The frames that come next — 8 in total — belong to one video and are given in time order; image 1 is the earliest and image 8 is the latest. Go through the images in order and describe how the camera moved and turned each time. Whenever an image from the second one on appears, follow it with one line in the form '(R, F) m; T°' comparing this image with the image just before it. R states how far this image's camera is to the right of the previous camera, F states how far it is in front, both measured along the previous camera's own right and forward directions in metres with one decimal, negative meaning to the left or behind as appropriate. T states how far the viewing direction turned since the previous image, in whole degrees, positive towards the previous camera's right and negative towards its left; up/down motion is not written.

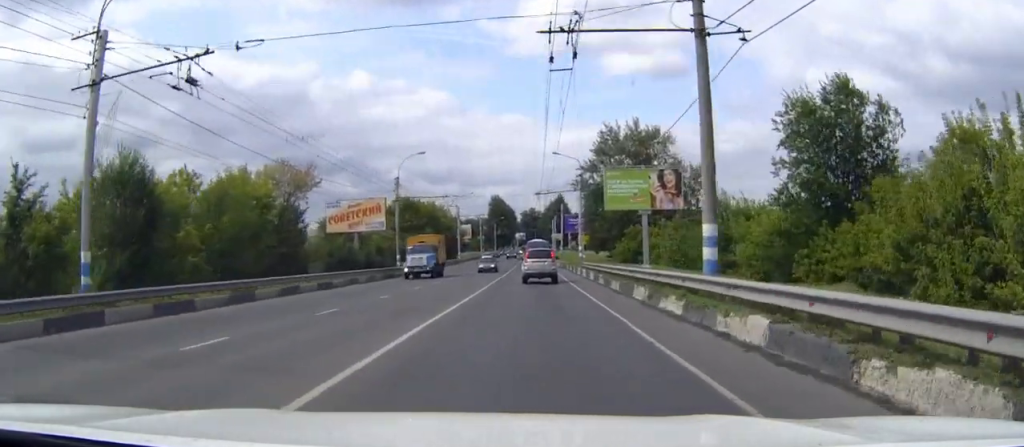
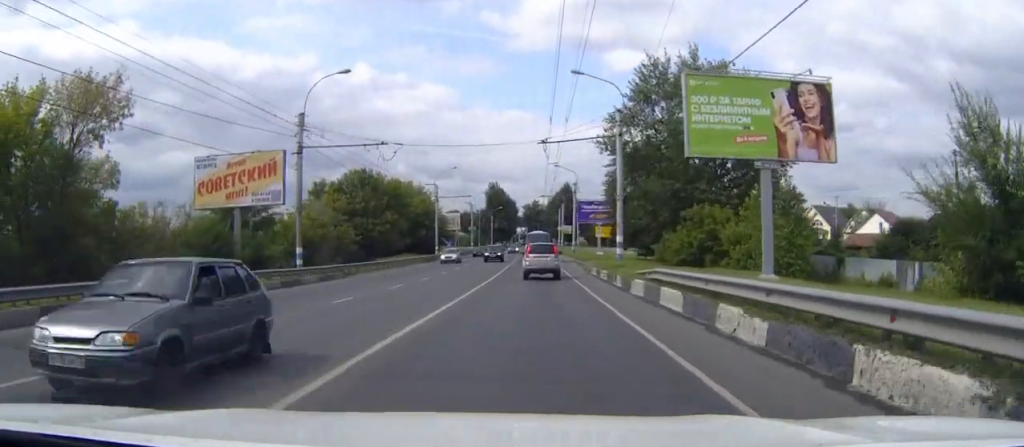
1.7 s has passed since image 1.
(-0.2, +30.1) m; 0°
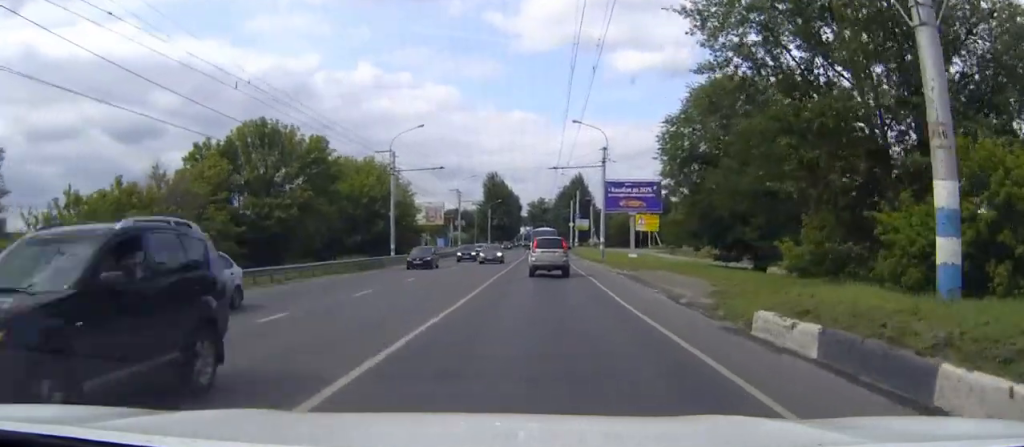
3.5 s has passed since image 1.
(-0.1, +31.0) m; 0°
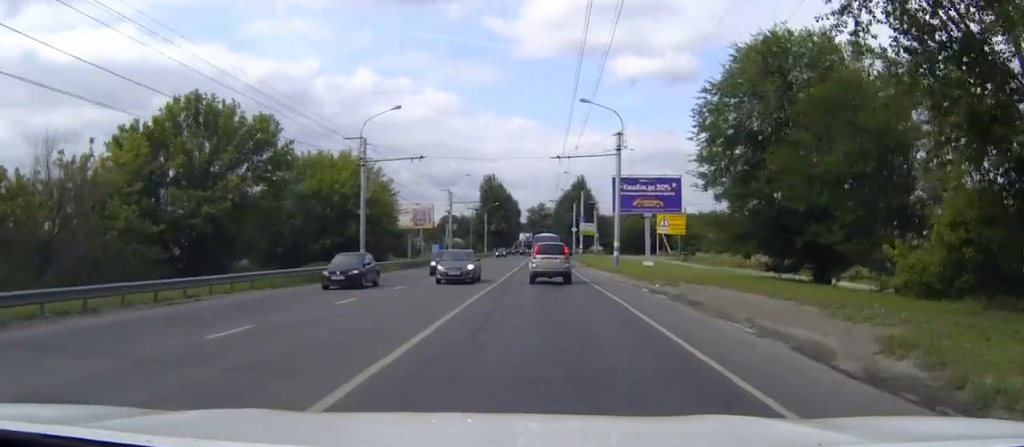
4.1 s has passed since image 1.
(0.0, +10.5) m; 0°
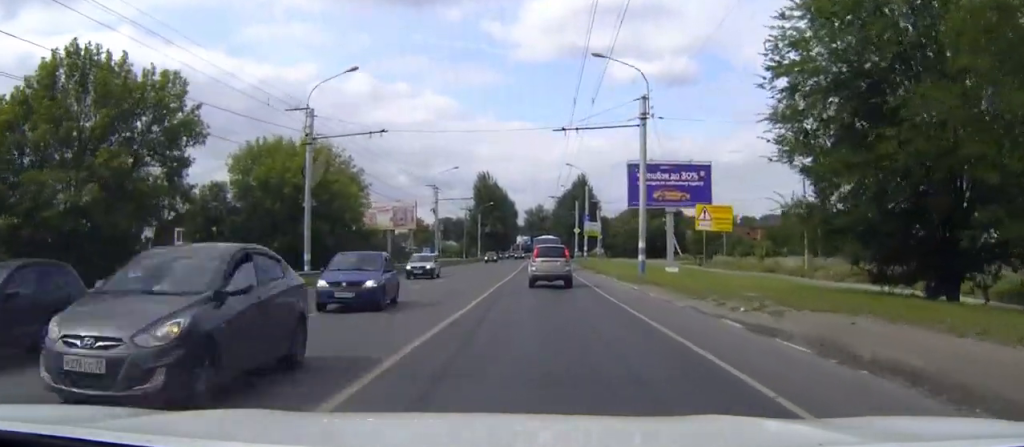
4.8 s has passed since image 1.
(0.0, +12.1) m; 0°
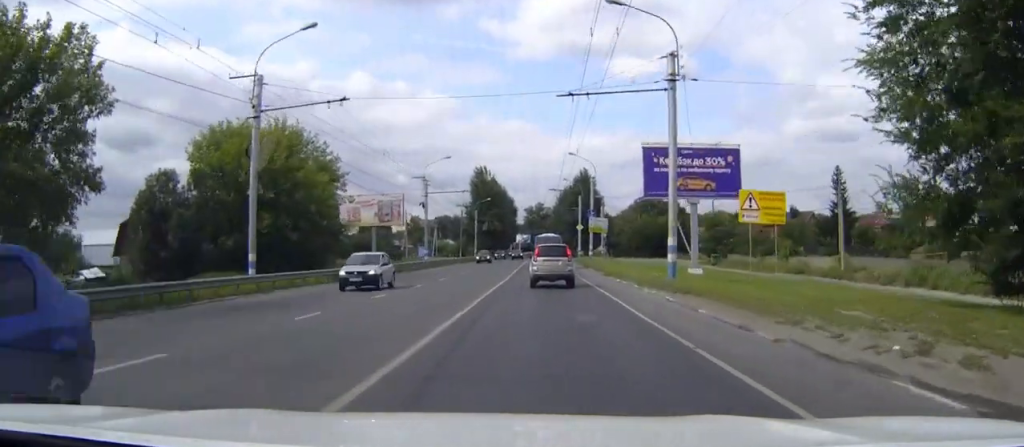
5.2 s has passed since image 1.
(0.0, +7.8) m; 0°
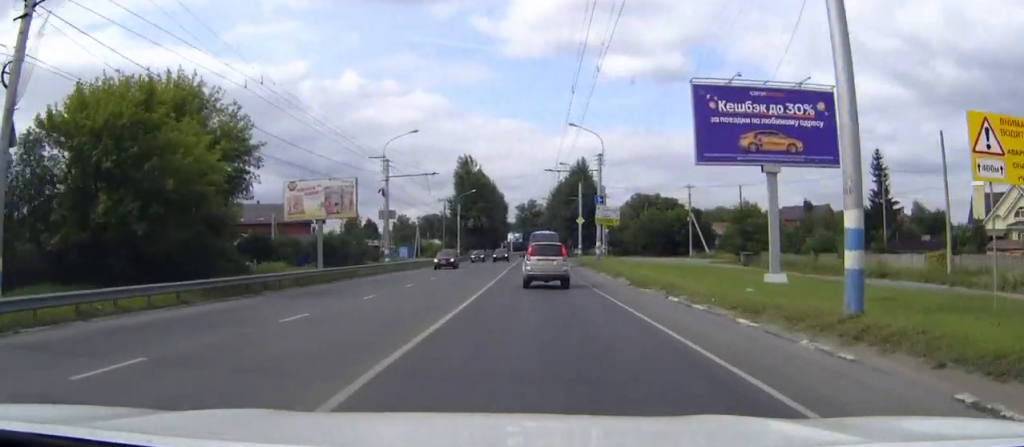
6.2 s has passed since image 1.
(0.0, +16.6) m; 0°
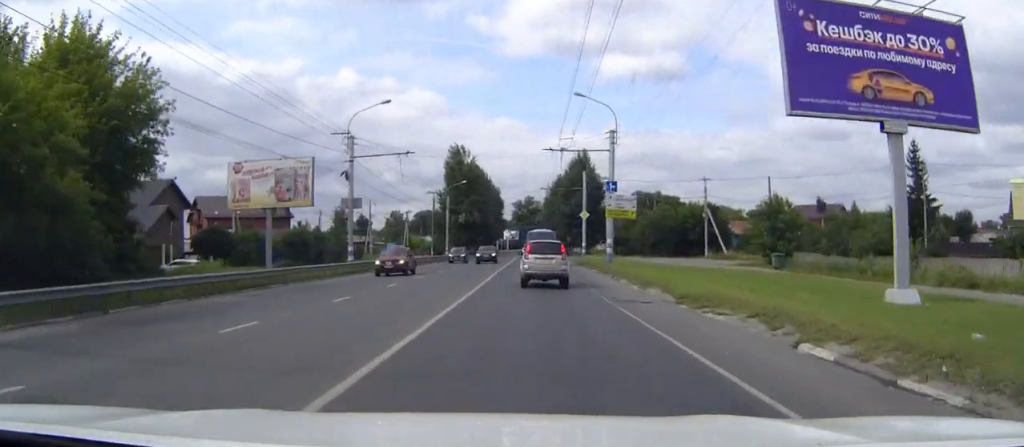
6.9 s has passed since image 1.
(0.0, +10.9) m; 0°
